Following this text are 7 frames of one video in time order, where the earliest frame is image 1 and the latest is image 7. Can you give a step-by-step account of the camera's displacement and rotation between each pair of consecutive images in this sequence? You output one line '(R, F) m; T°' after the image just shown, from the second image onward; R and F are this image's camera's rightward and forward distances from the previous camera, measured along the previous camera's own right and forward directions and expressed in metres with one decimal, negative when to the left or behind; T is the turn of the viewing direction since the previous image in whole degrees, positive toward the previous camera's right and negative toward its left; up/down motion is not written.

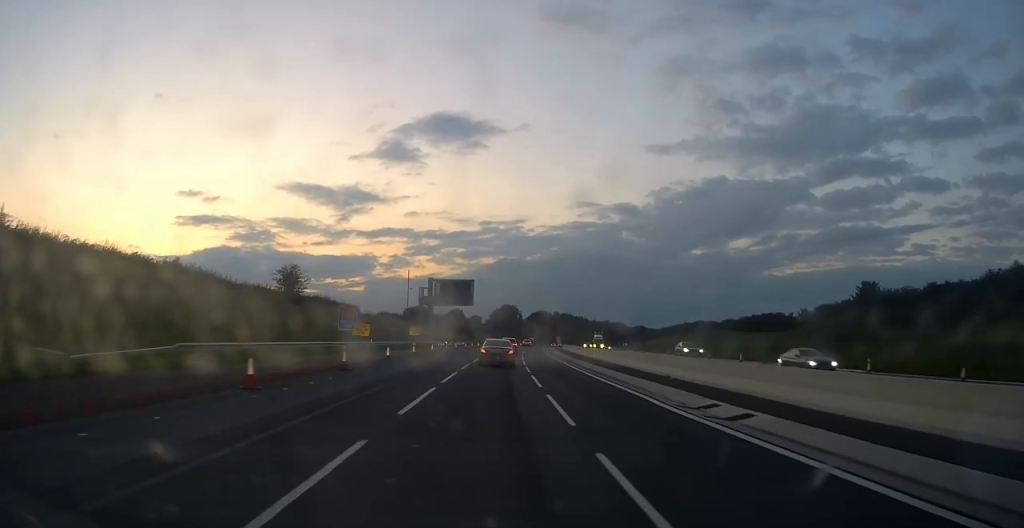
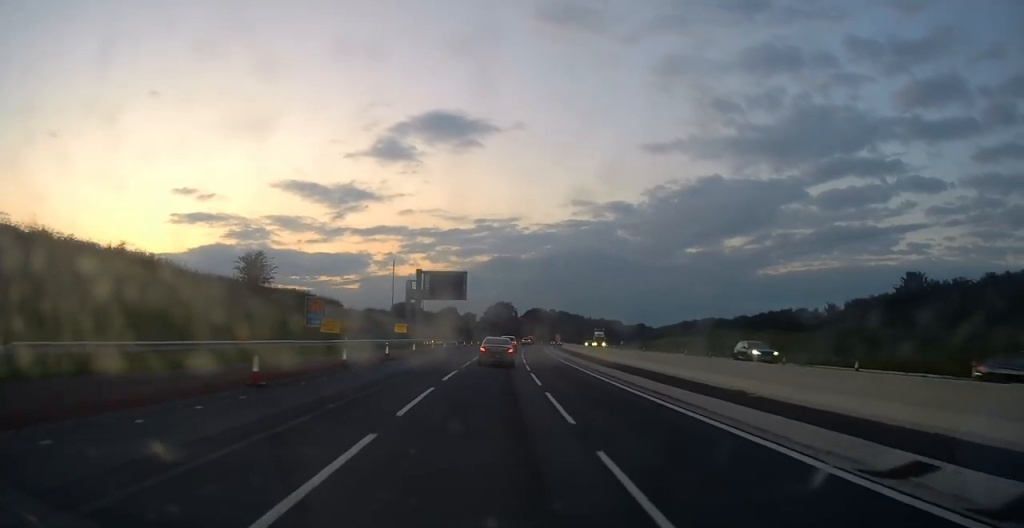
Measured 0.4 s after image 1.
(0.0, +9.2) m; 0°
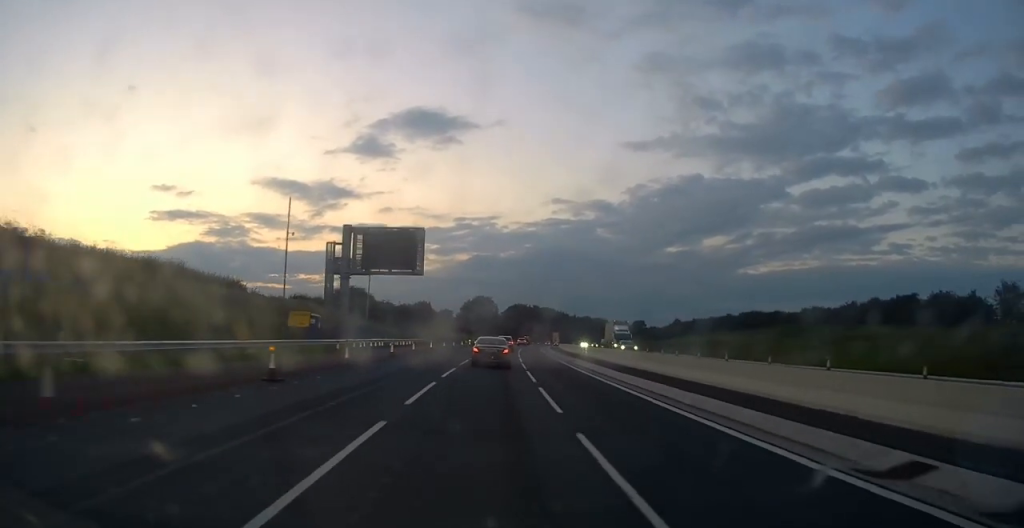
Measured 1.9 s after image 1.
(+0.2, +35.4) m; +1°
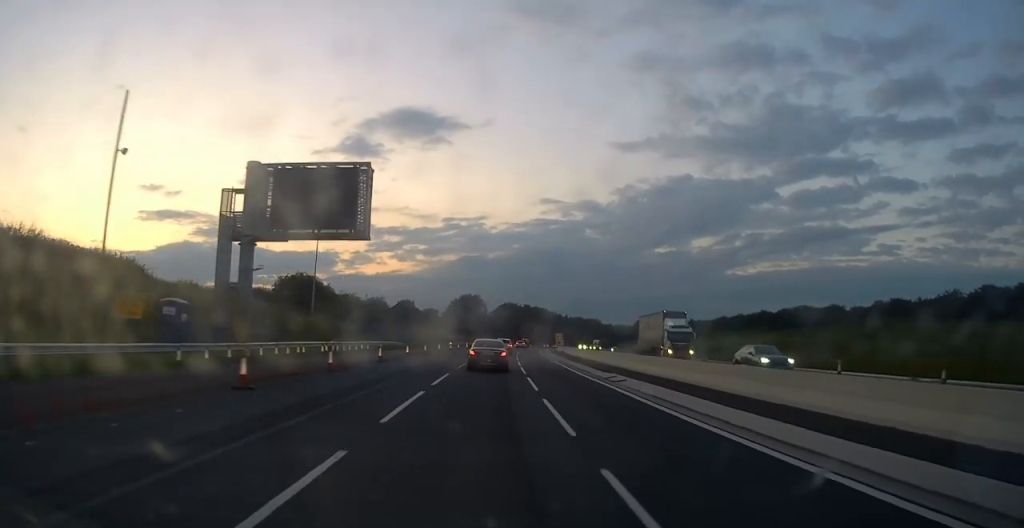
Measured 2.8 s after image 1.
(+0.2, +20.7) m; +1°
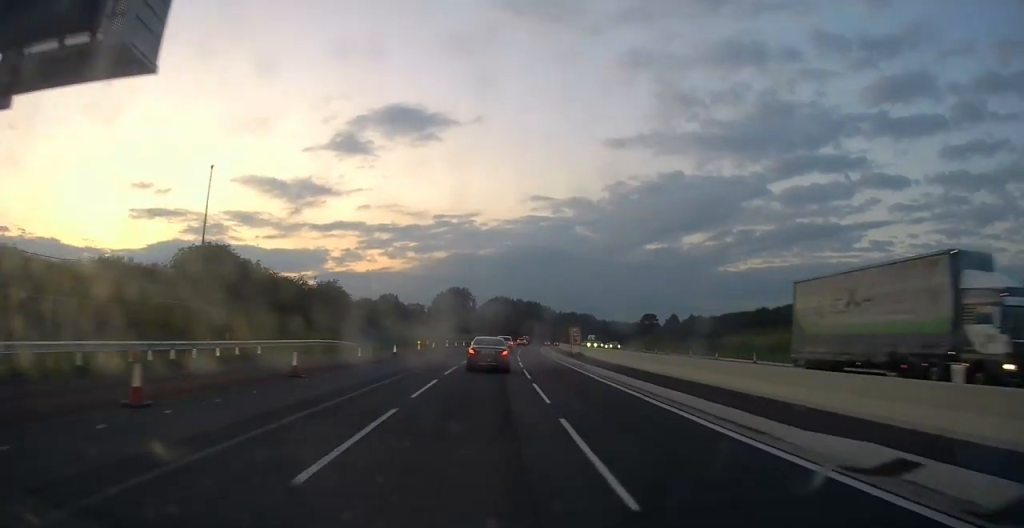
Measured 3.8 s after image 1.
(+0.4, +23.0) m; +1°
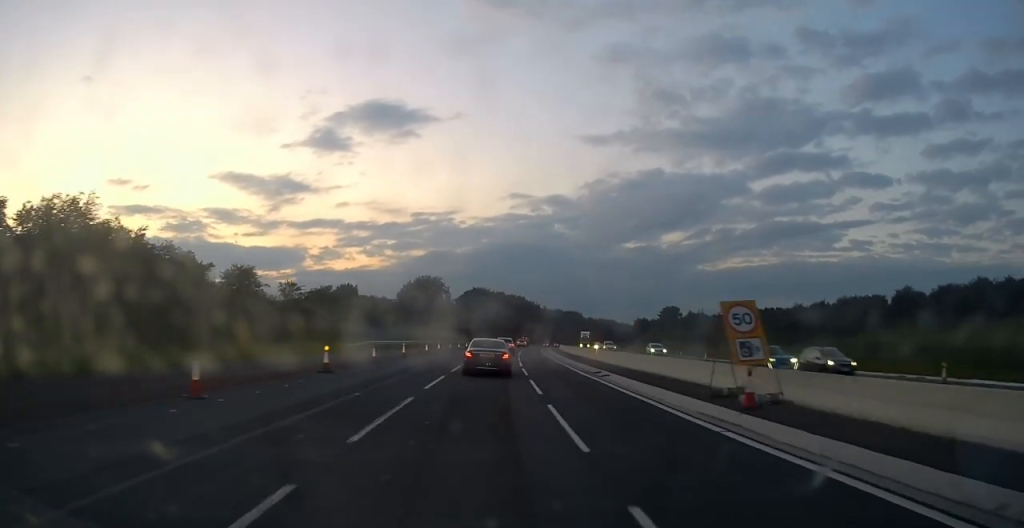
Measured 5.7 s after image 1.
(+0.5, +42.8) m; +2°
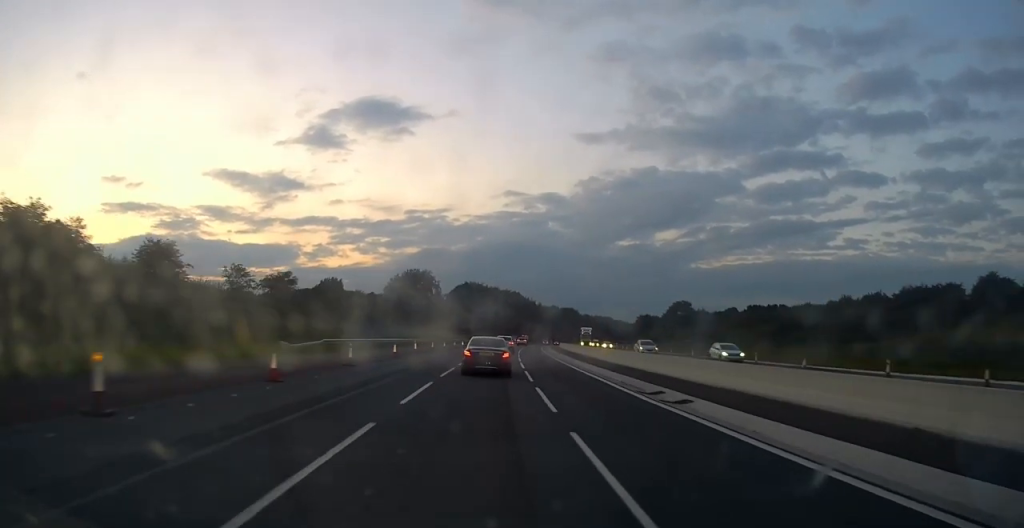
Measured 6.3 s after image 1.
(+0.3, +13.8) m; +1°
